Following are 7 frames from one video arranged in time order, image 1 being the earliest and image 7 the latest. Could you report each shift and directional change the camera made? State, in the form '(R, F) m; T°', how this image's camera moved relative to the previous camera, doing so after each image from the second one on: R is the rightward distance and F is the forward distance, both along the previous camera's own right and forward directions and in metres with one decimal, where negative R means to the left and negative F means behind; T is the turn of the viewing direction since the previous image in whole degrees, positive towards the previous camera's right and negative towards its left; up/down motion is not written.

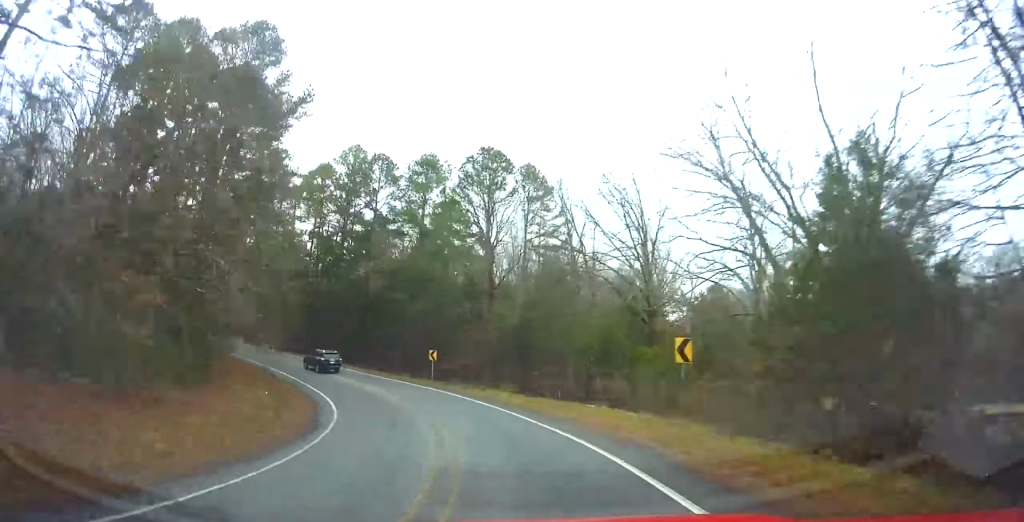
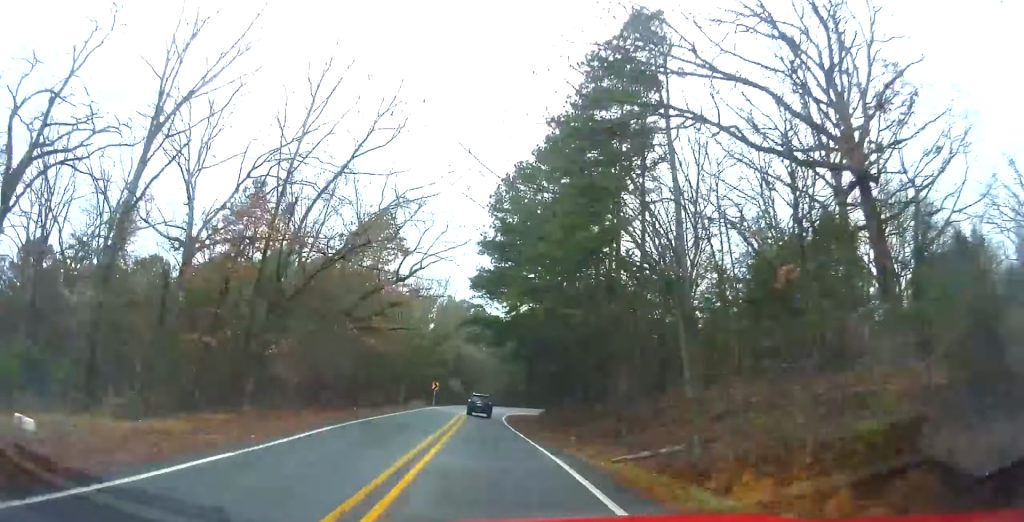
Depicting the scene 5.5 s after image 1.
(-36.3, +75.8) m; -57°
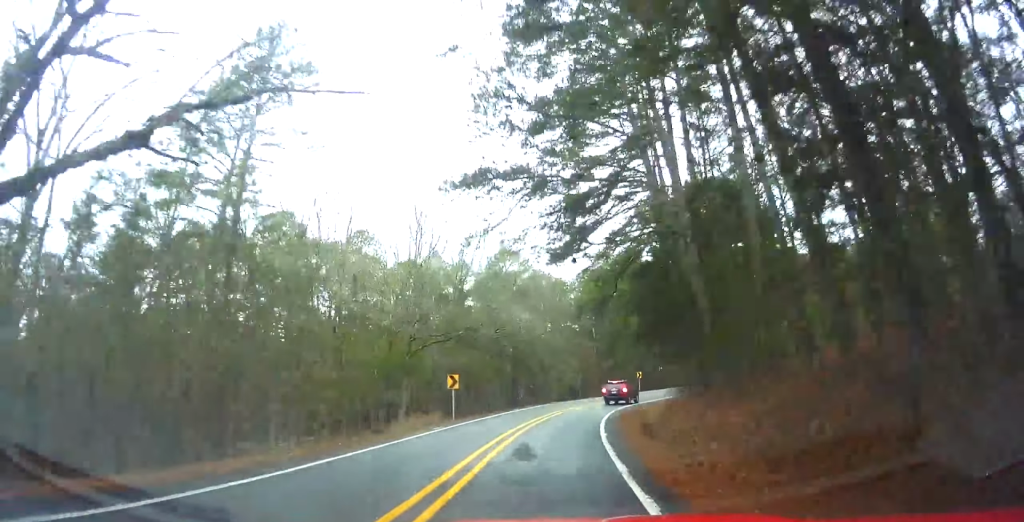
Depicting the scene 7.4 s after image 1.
(-5.2, +29.5) m; -17°
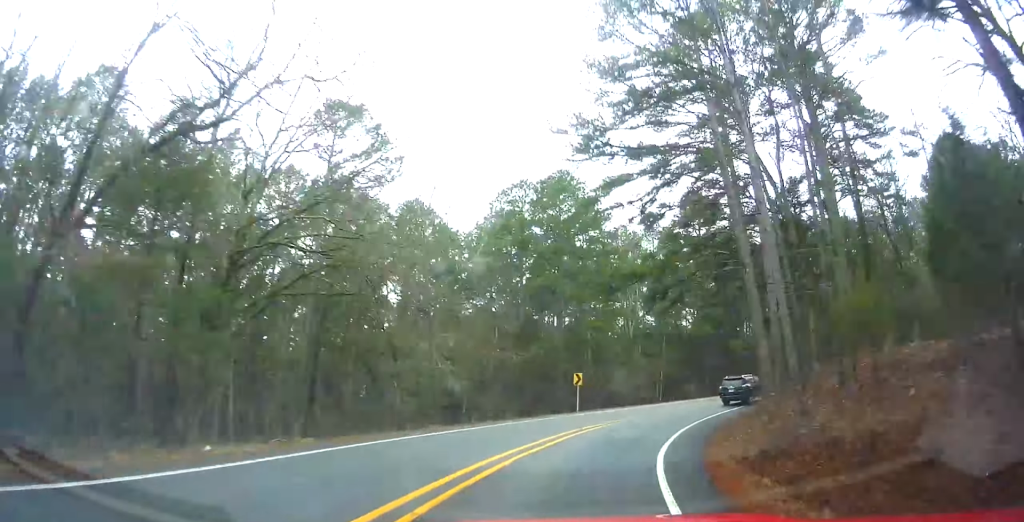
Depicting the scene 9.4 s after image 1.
(-5.4, +30.2) m; -1°
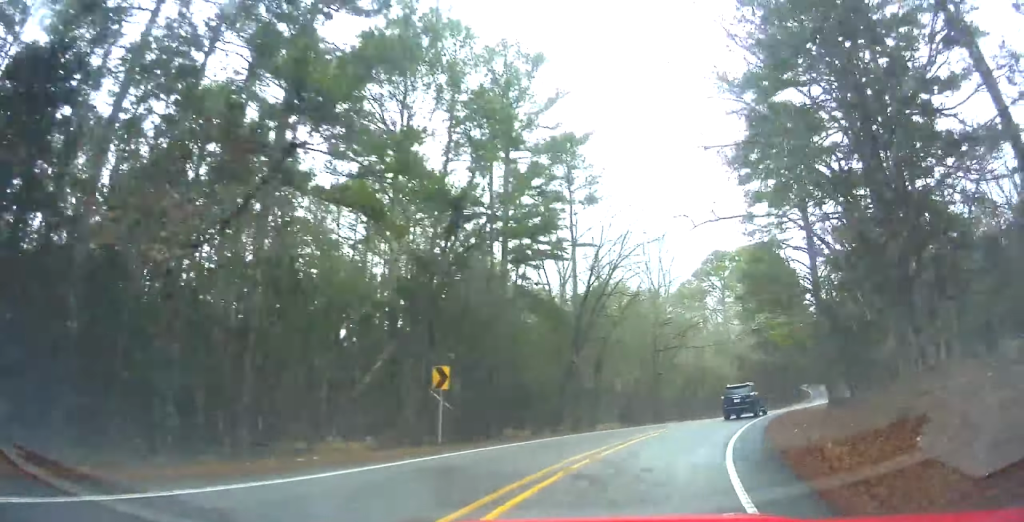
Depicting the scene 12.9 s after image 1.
(+4.4, +51.3) m; +31°
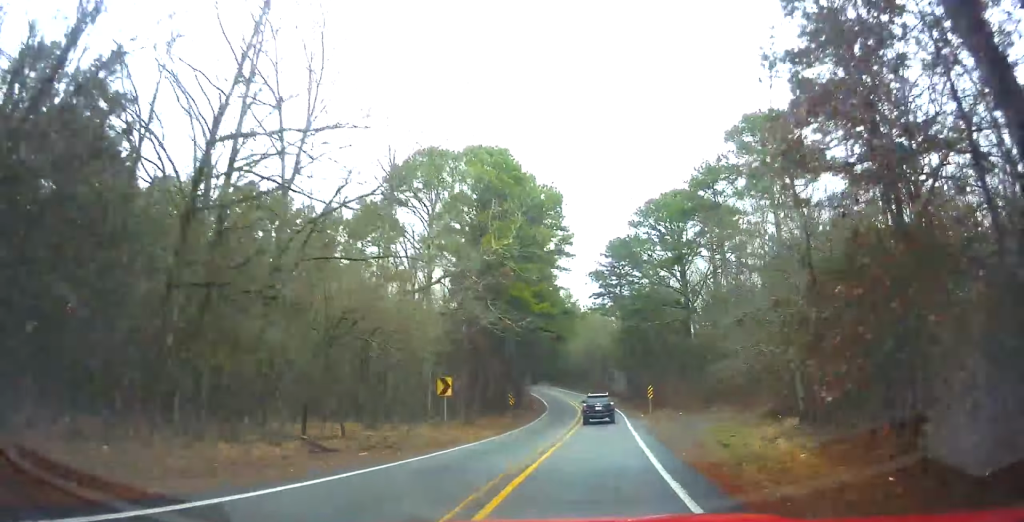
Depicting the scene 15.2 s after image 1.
(+12.5, +27.8) m; +35°
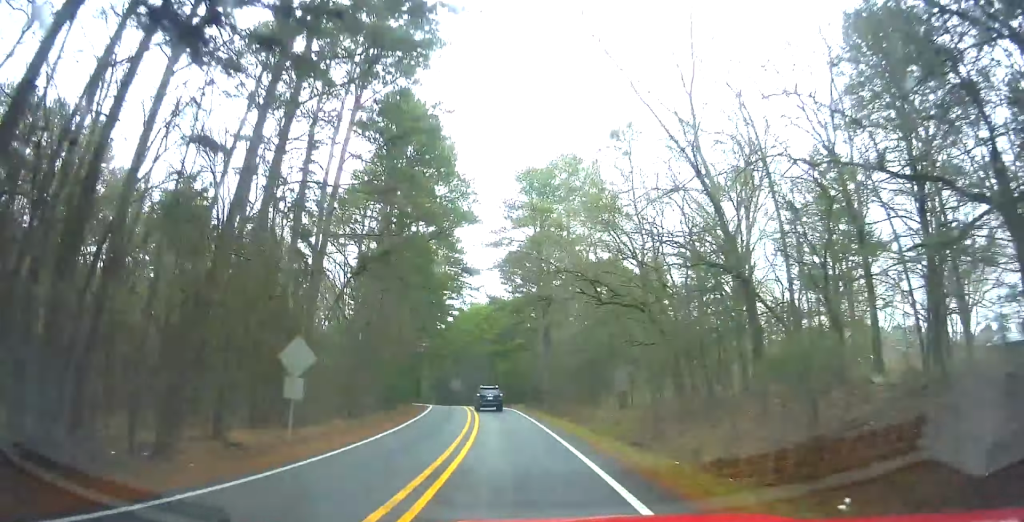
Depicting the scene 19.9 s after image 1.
(+29.2, +64.8) m; +26°
